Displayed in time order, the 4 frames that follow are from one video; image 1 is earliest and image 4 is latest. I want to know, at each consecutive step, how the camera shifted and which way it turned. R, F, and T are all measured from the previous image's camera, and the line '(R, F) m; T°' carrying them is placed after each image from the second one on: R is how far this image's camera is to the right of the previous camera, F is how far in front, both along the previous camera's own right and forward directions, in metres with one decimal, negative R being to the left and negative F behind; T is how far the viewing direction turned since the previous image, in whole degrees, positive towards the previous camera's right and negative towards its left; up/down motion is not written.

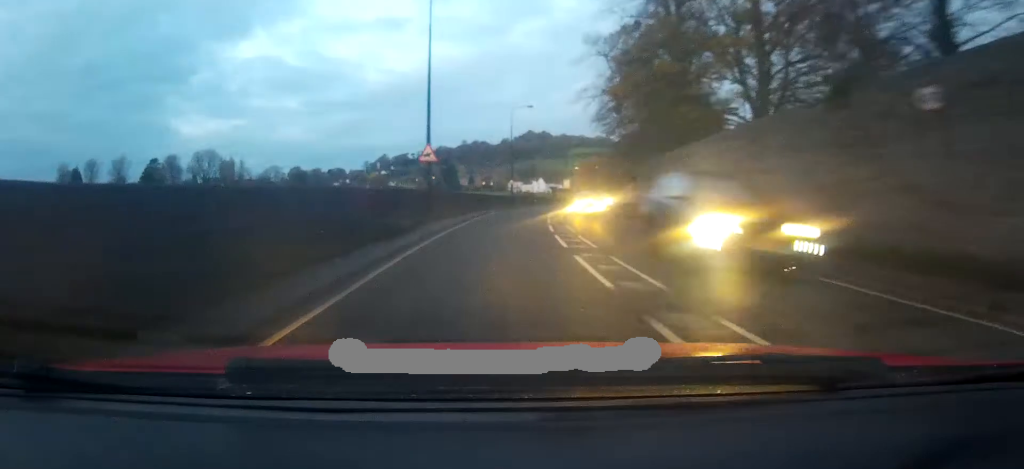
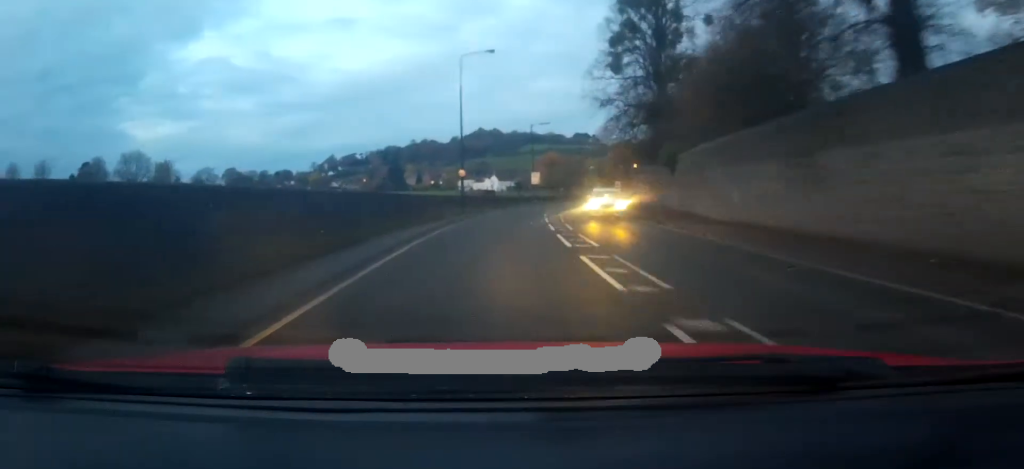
(+0.8, +24.5) m; +5°
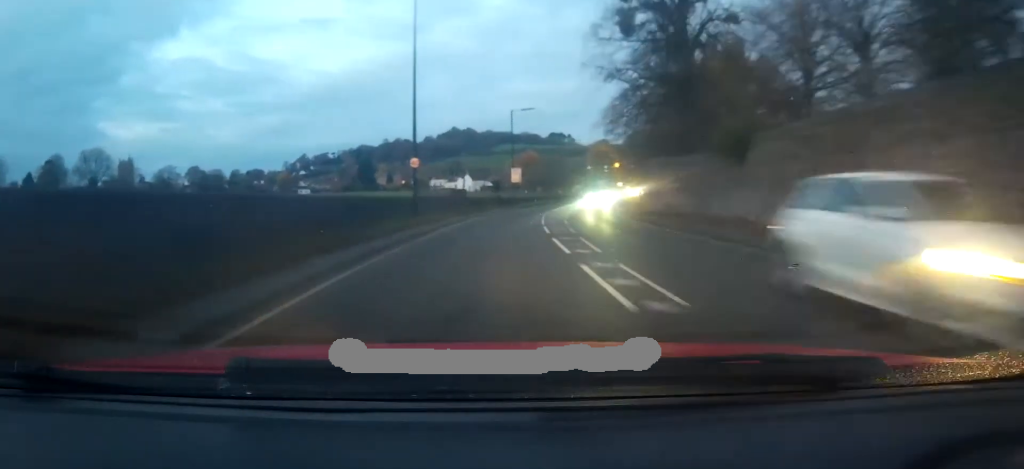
(+0.5, +13.1) m; +3°
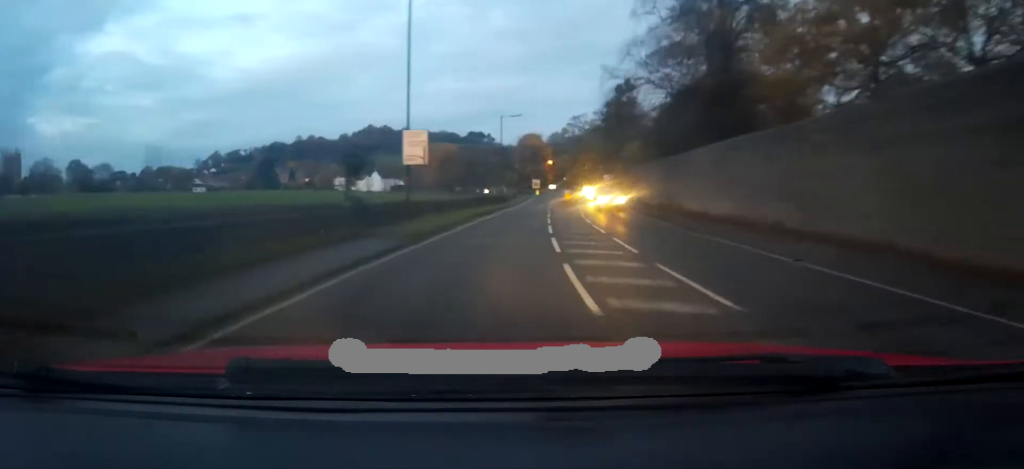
(+1.8, +36.2) m; +6°
